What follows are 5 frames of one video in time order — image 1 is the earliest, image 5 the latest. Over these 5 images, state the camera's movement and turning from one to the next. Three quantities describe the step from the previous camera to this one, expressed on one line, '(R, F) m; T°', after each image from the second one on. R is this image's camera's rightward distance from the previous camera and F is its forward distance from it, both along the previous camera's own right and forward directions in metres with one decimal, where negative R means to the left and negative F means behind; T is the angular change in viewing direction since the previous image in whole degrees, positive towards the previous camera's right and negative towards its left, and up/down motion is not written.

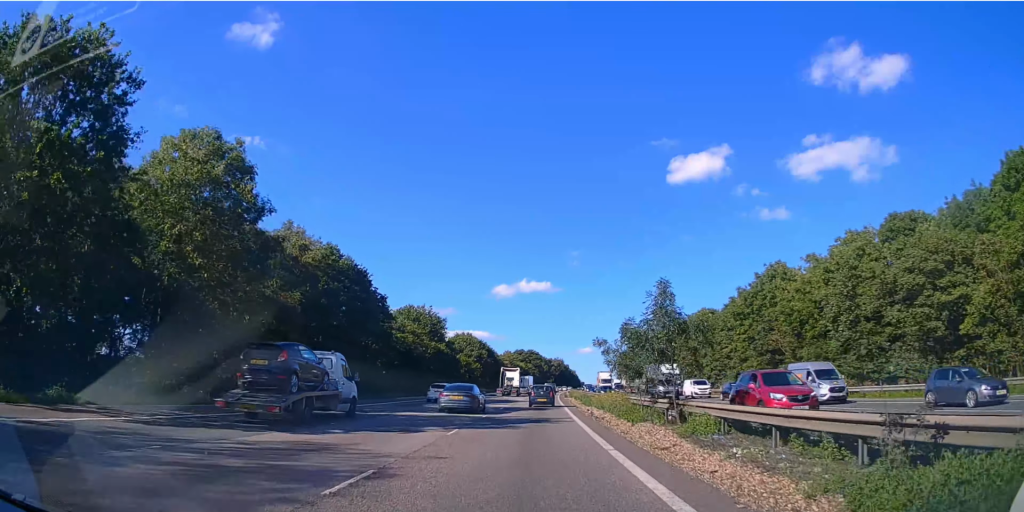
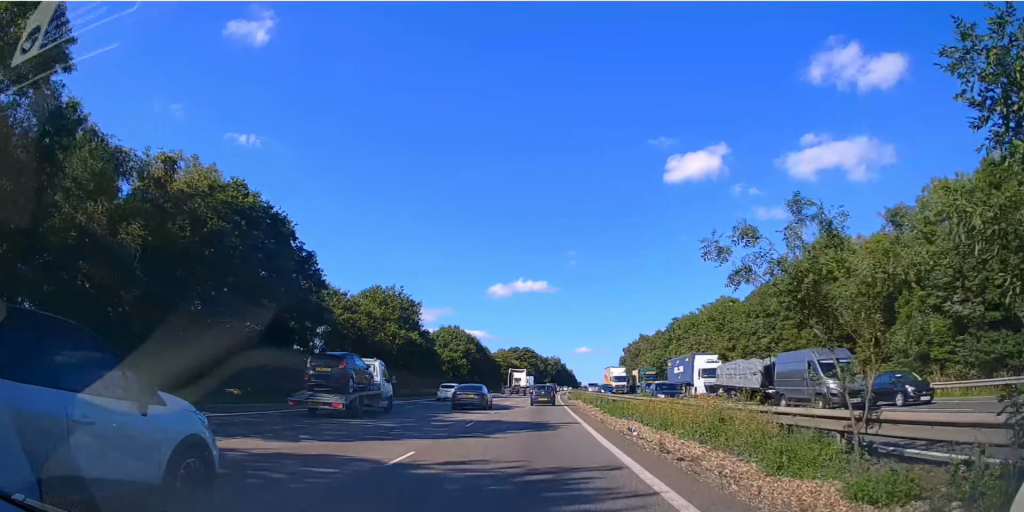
(+0.1, +15.3) m; +1°
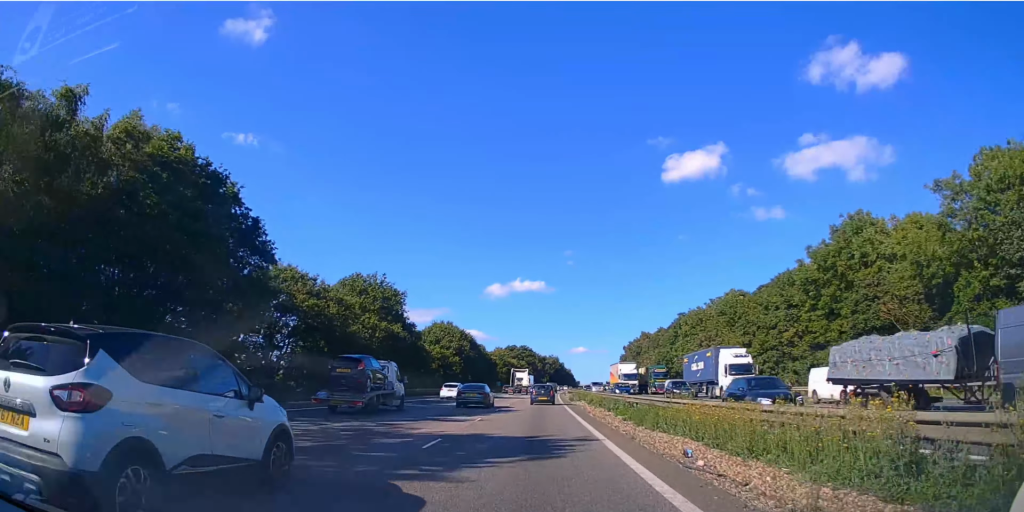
(0.0, +6.7) m; 0°
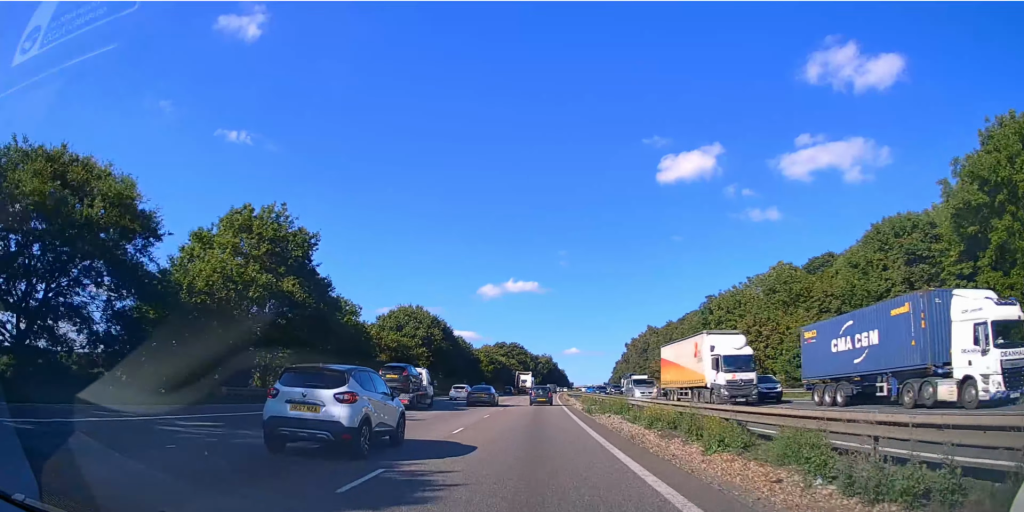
(+0.1, +22.5) m; 0°
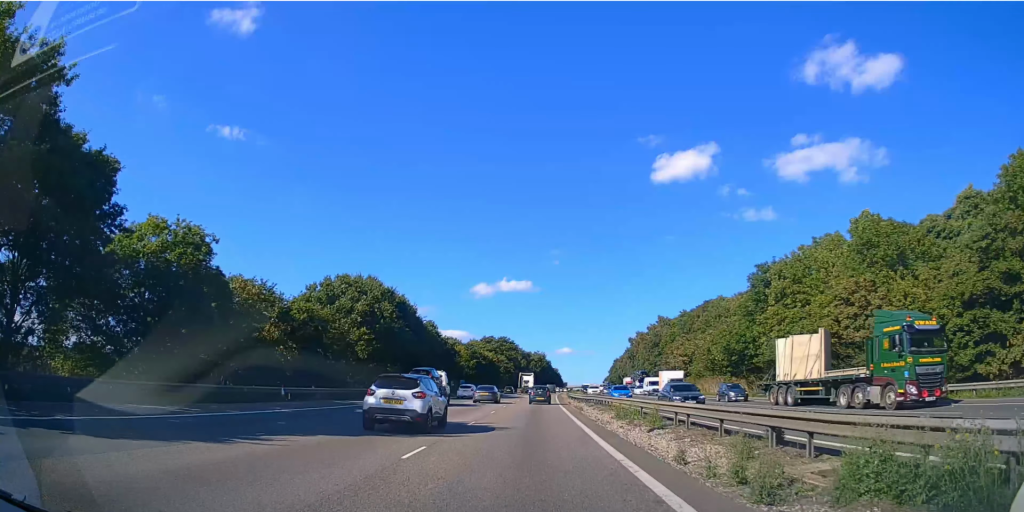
(0.0, +23.6) m; 0°
